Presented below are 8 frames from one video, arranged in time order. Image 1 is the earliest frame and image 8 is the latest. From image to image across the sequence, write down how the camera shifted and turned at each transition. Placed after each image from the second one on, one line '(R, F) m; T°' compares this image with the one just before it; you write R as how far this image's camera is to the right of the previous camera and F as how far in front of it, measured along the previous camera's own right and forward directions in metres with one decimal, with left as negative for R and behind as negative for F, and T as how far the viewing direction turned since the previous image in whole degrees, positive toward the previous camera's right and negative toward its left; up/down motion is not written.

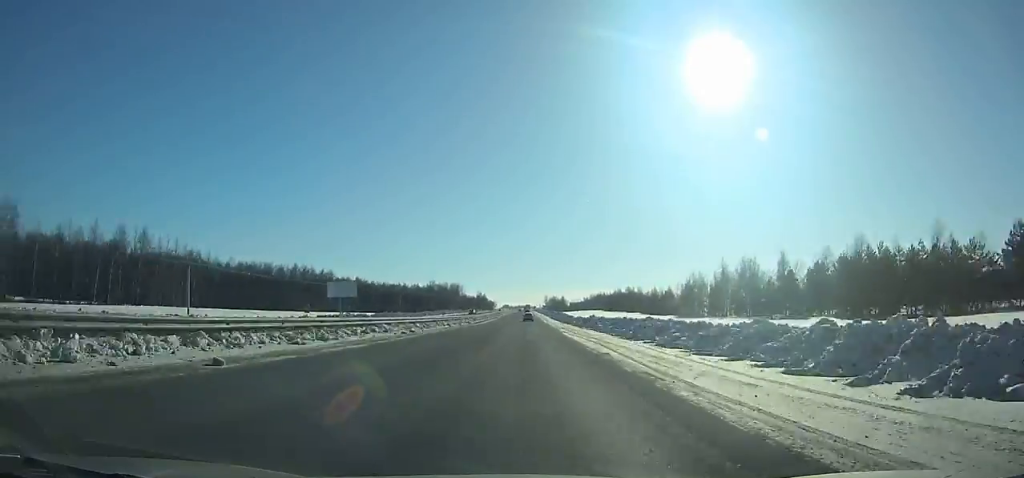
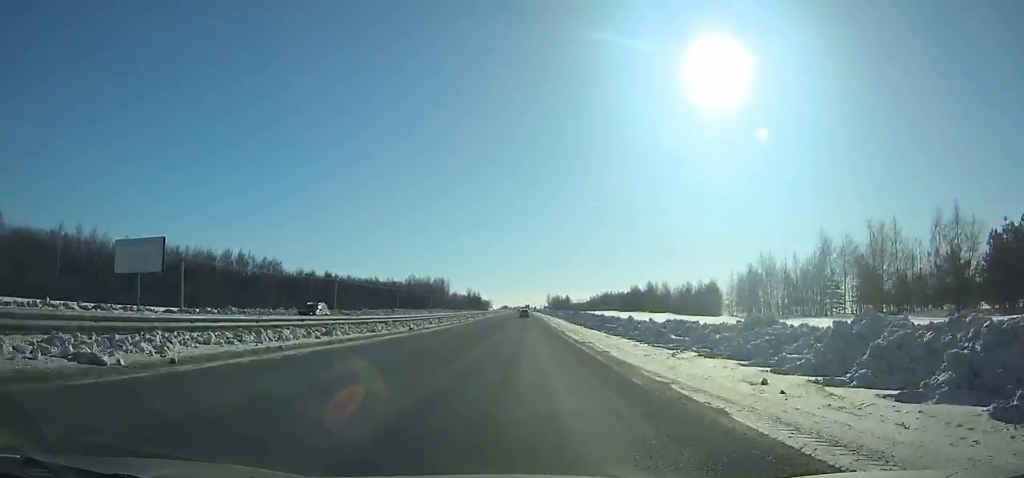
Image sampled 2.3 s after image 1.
(+0.1, +60.4) m; 0°
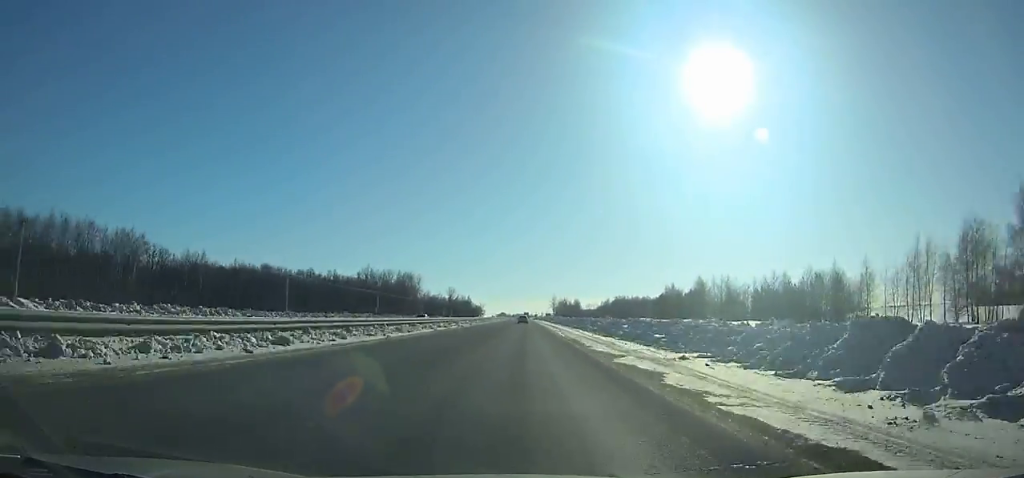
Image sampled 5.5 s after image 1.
(-0.1, +83.7) m; 0°
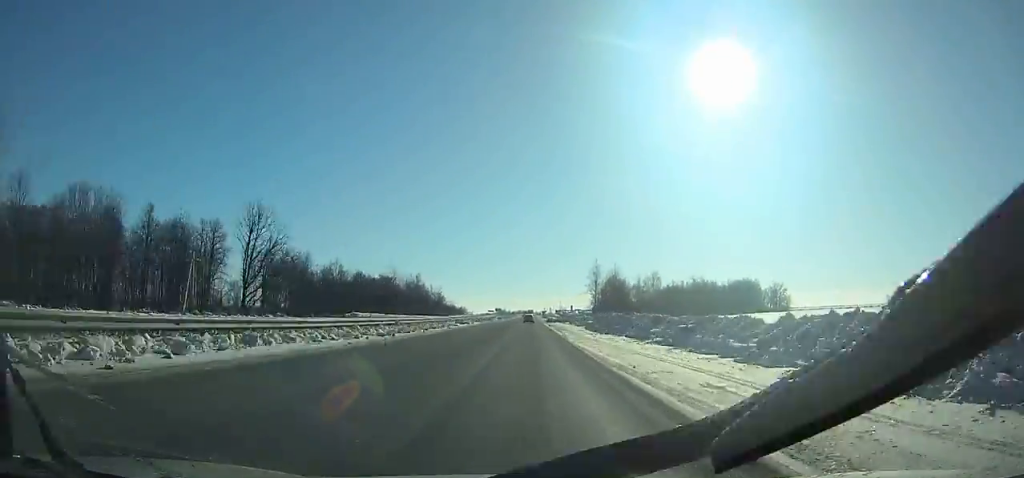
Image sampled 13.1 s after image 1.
(+0.4, +192.2) m; 0°
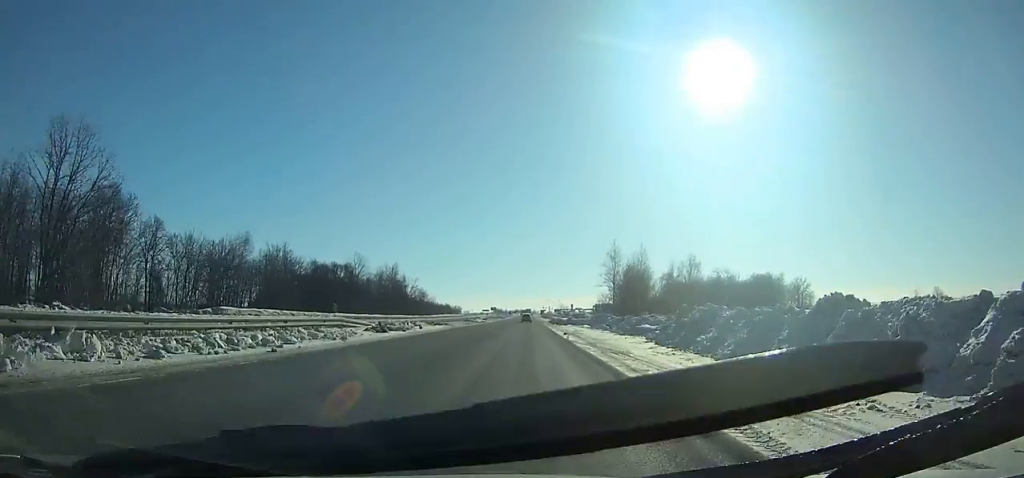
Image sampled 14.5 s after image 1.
(0.0, +34.0) m; 0°
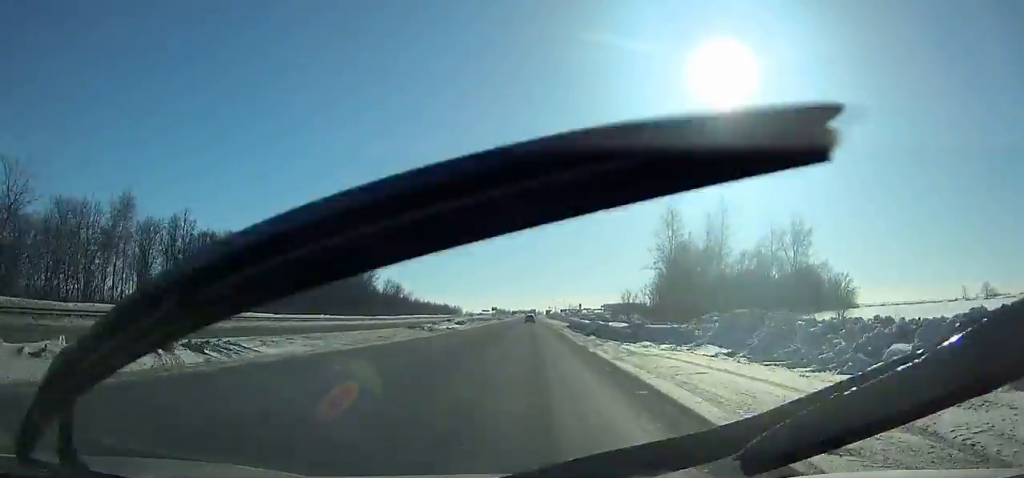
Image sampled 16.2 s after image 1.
(-0.1, +40.4) m; 0°
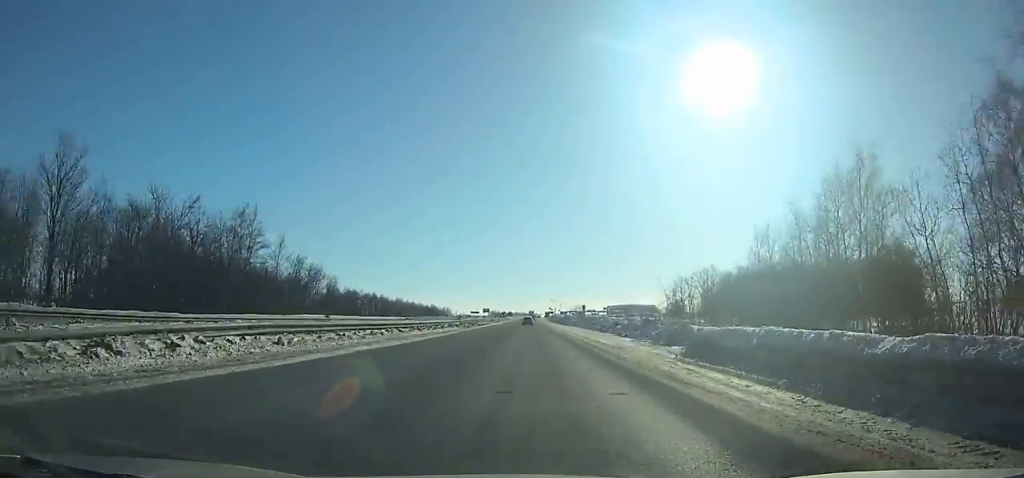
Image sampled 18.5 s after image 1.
(-0.1, +53.5) m; 0°
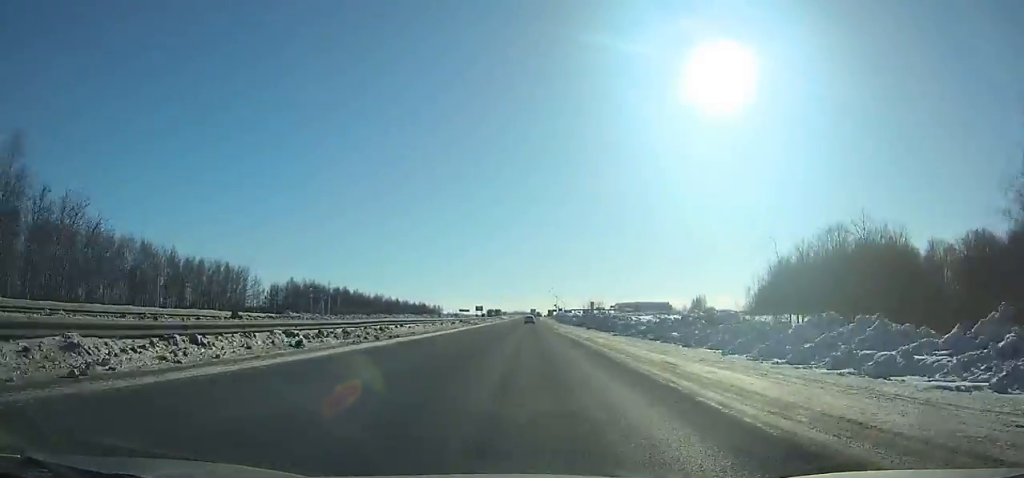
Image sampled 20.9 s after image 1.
(0.0, +54.7) m; 0°
